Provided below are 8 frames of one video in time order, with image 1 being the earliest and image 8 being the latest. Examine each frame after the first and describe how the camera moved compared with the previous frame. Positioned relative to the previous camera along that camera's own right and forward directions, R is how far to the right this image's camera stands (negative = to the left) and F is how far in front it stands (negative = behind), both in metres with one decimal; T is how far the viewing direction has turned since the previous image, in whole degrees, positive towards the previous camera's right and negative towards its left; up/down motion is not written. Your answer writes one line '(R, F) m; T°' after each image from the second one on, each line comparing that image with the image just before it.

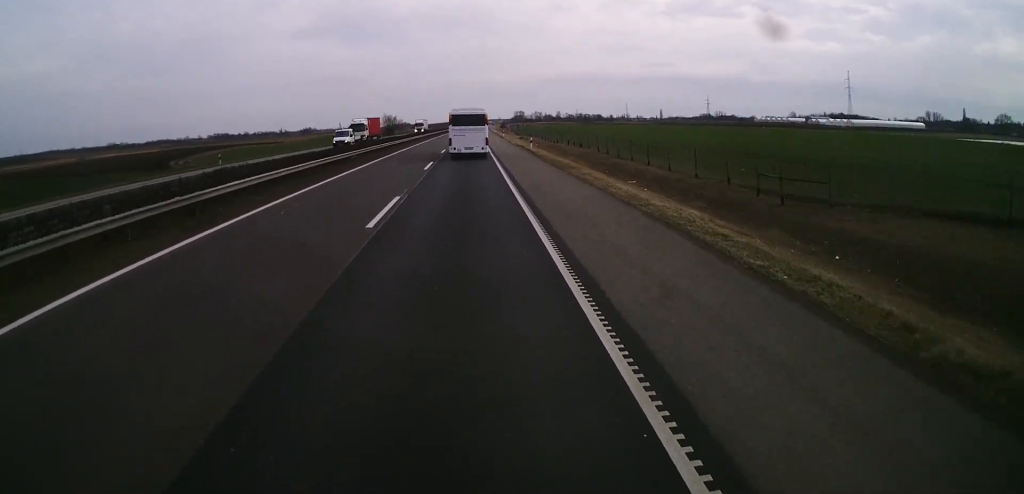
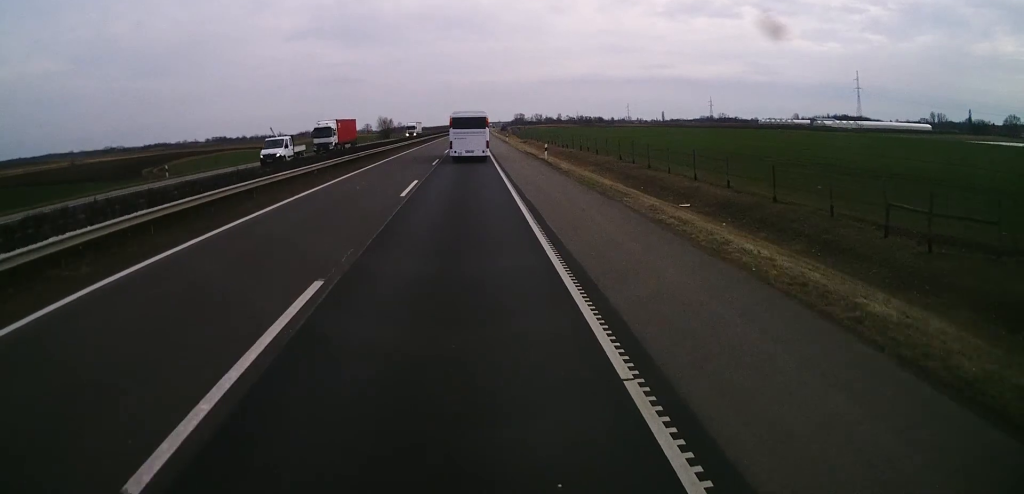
(0.0, +10.8) m; 0°
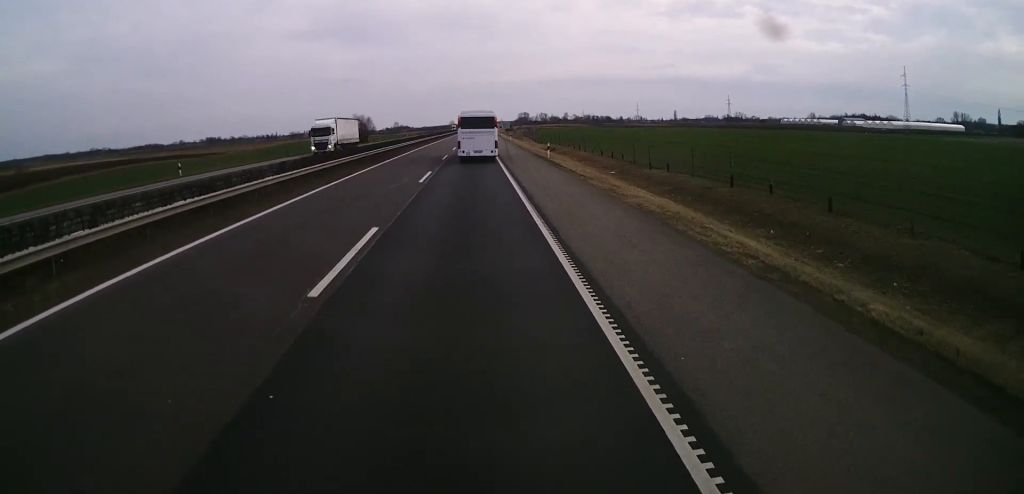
(-0.3, +48.5) m; 0°
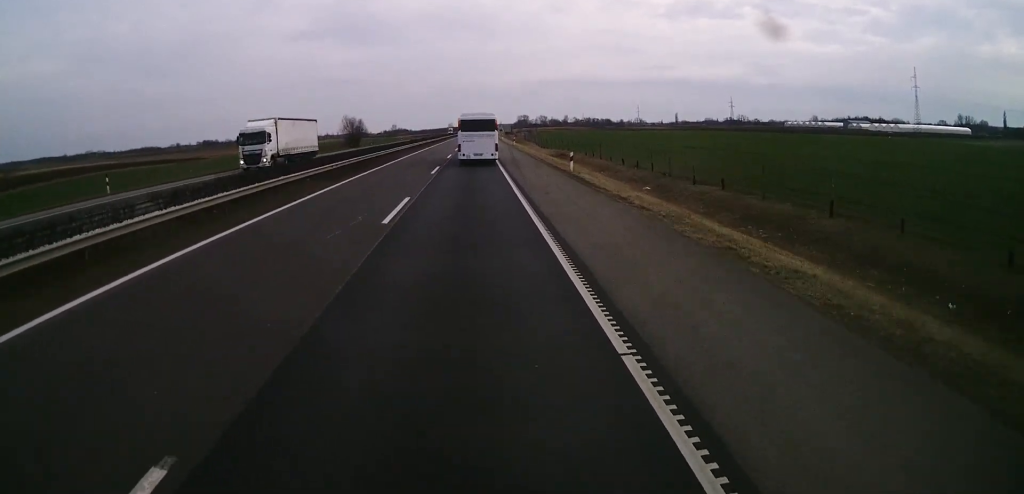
(-0.2, +10.8) m; 0°
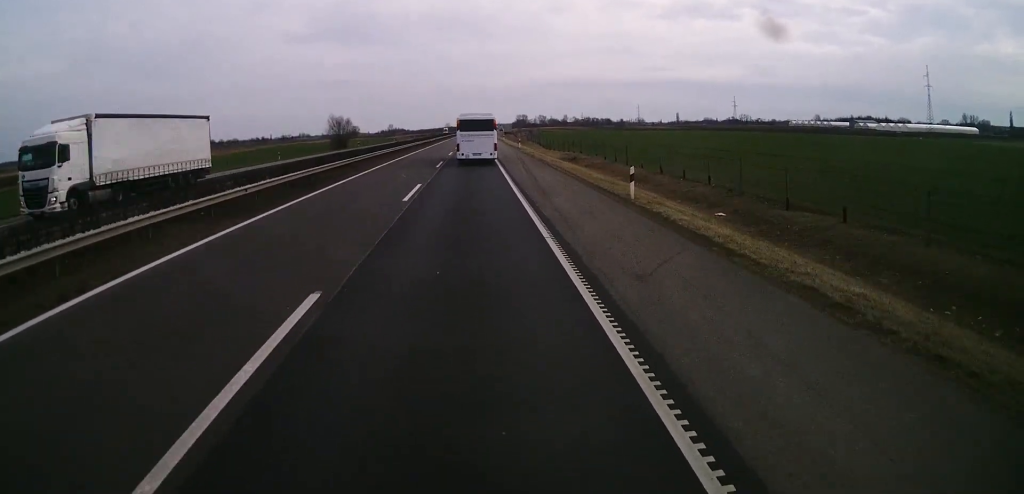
(+0.3, +13.2) m; 0°
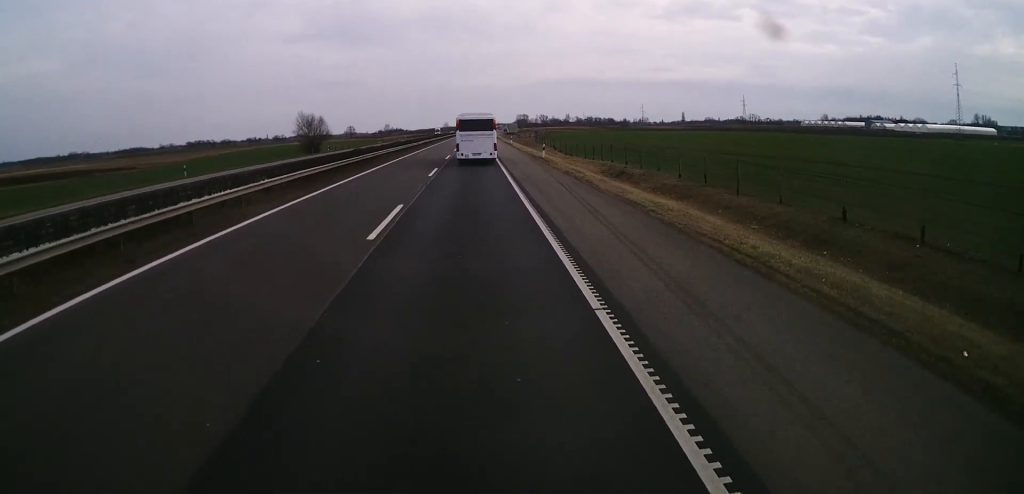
(+0.1, +25.5) m; 0°
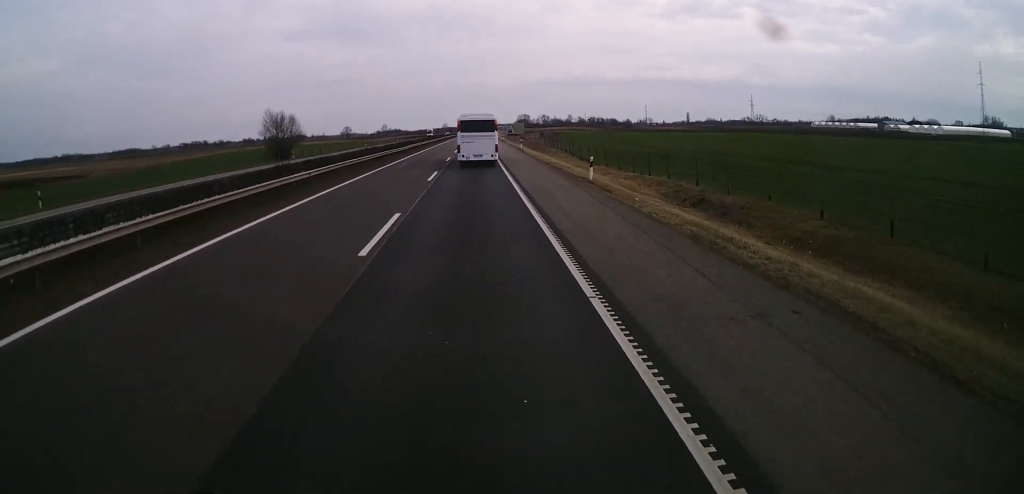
(-0.1, +19.2) m; 0°
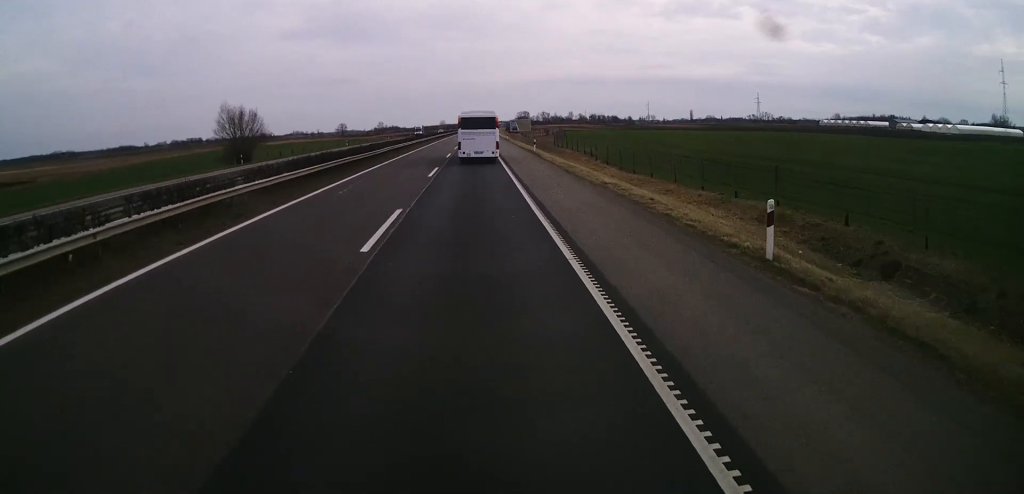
(0.0, +17.7) m; 0°
